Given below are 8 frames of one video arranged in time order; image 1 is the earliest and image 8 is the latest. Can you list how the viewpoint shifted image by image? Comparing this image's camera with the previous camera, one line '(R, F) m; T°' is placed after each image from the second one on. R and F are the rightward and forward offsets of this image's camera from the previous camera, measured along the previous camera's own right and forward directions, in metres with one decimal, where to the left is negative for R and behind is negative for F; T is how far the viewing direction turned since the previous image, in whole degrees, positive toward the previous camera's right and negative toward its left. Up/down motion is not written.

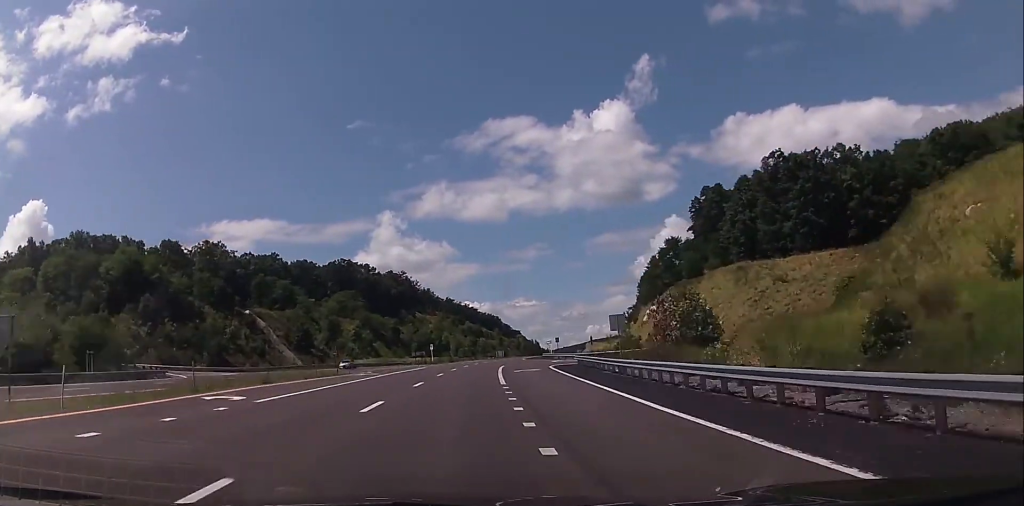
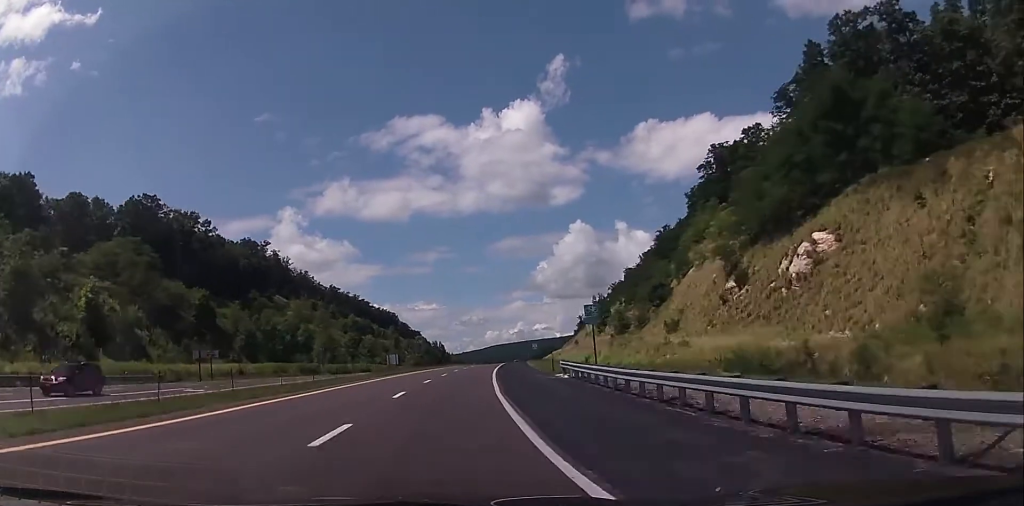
(+8.5, +100.7) m; +9°
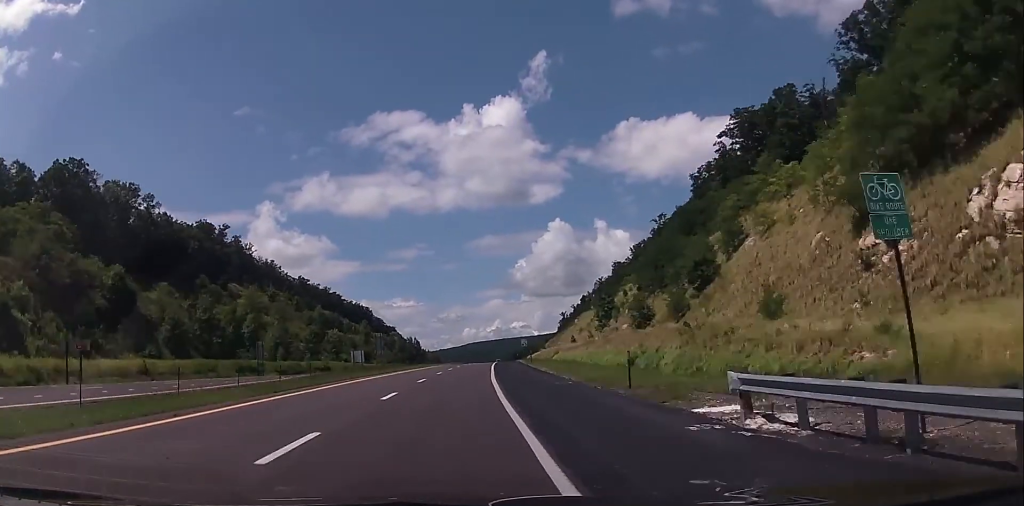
(+0.3, +26.1) m; +2°
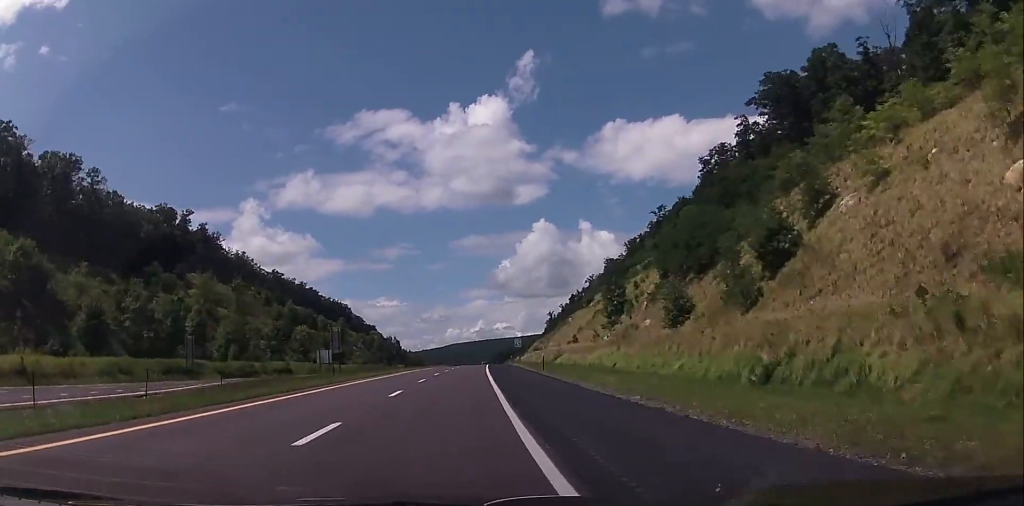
(+0.3, +21.7) m; +1°
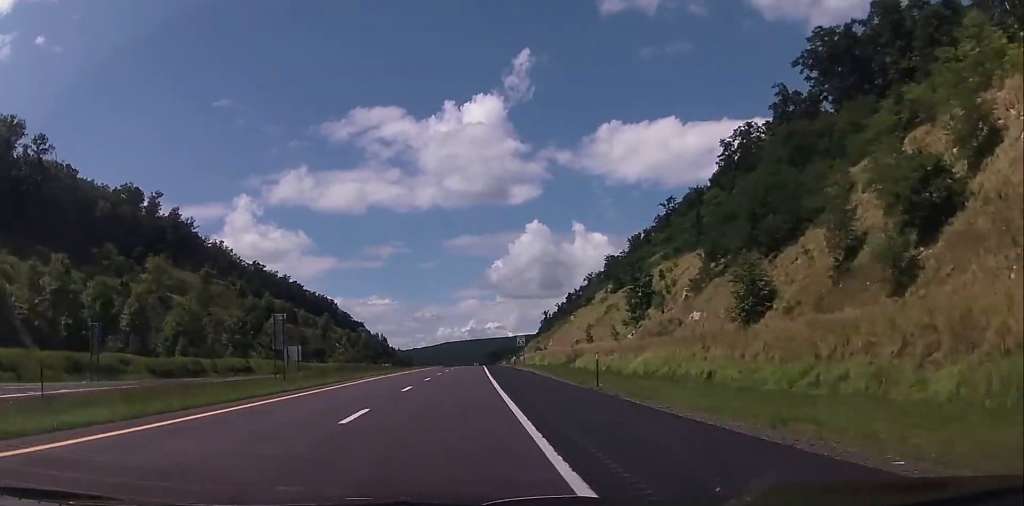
(+0.2, +20.7) m; +1°
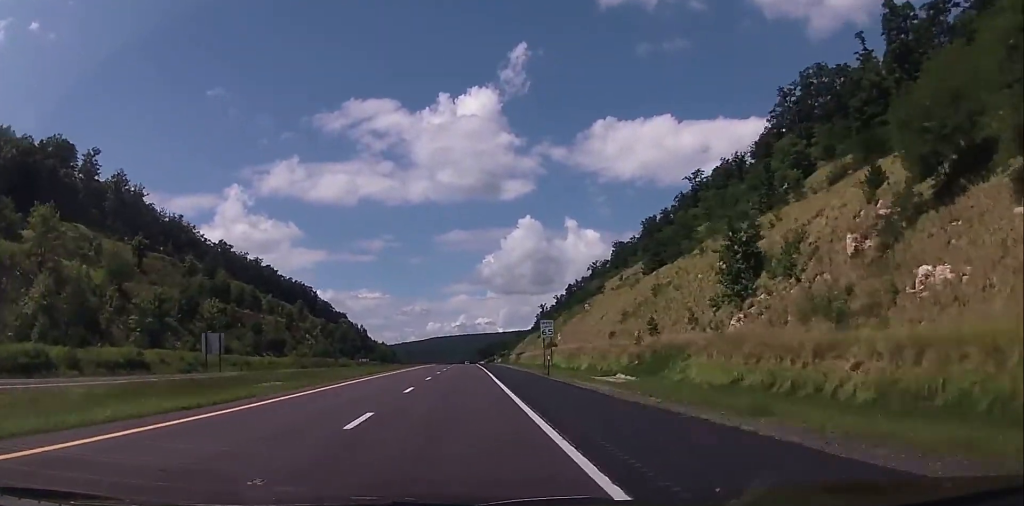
(+0.7, +37.3) m; +2°
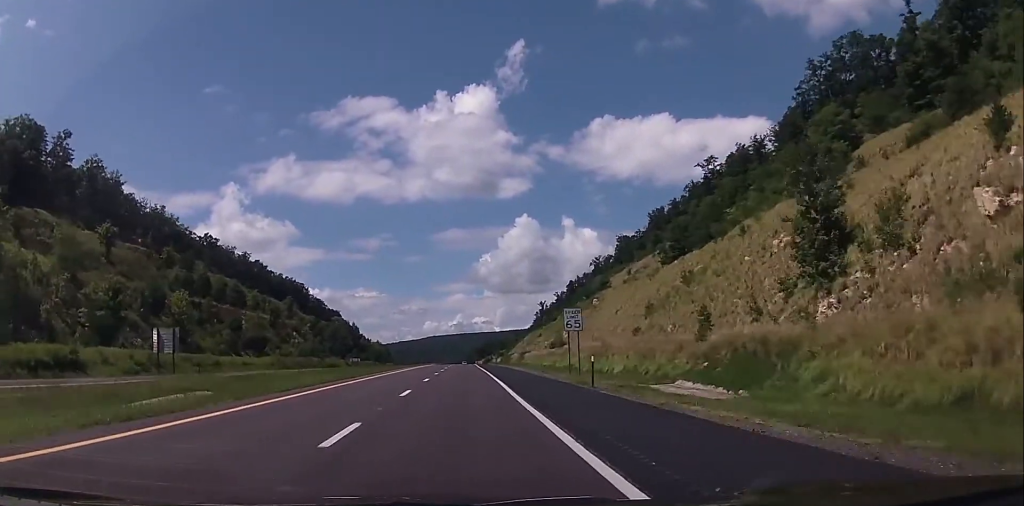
(+0.1, +14.3) m; 0°
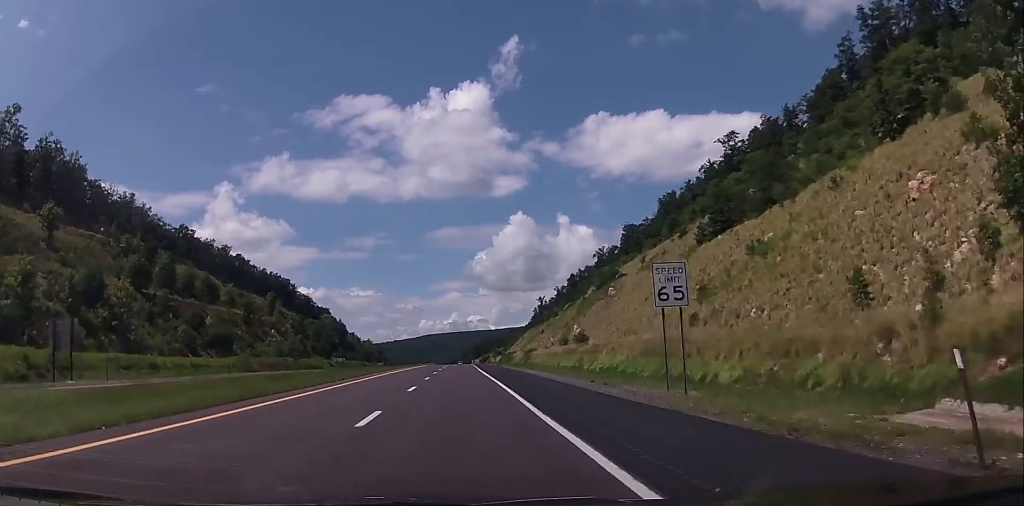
(+0.1, +21.1) m; 0°
